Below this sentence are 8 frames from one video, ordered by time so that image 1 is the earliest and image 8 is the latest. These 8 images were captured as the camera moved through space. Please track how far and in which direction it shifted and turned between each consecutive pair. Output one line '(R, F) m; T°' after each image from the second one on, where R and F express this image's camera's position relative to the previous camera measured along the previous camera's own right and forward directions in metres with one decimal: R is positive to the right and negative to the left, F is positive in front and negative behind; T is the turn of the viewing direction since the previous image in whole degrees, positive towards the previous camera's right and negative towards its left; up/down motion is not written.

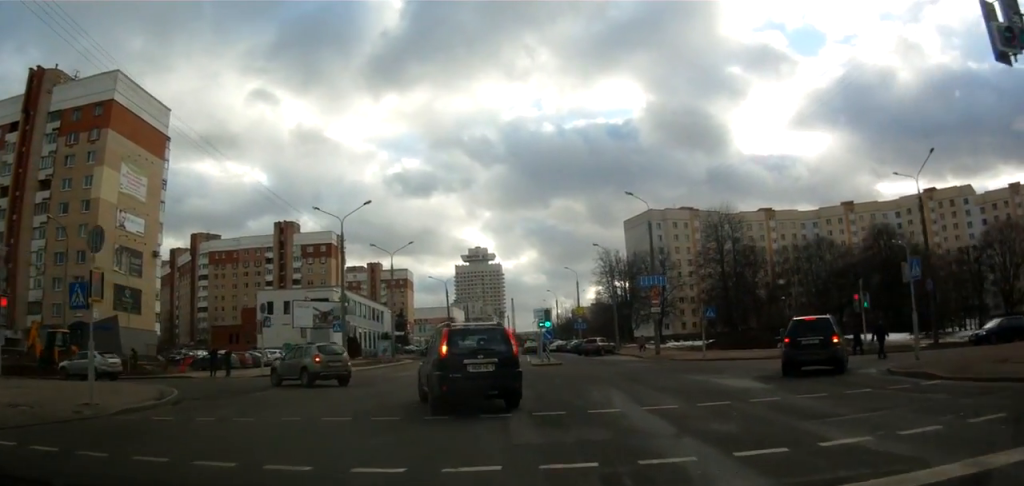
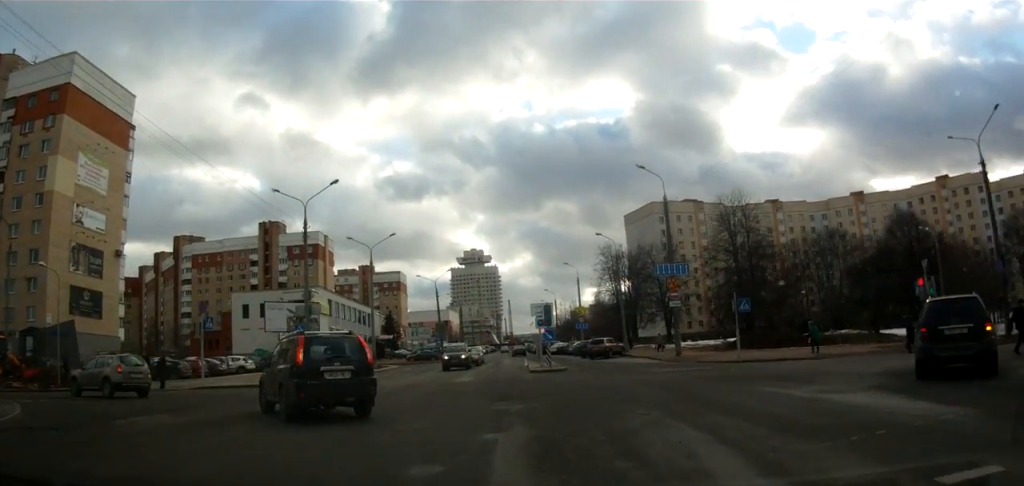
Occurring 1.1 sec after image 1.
(+0.1, +7.1) m; -2°
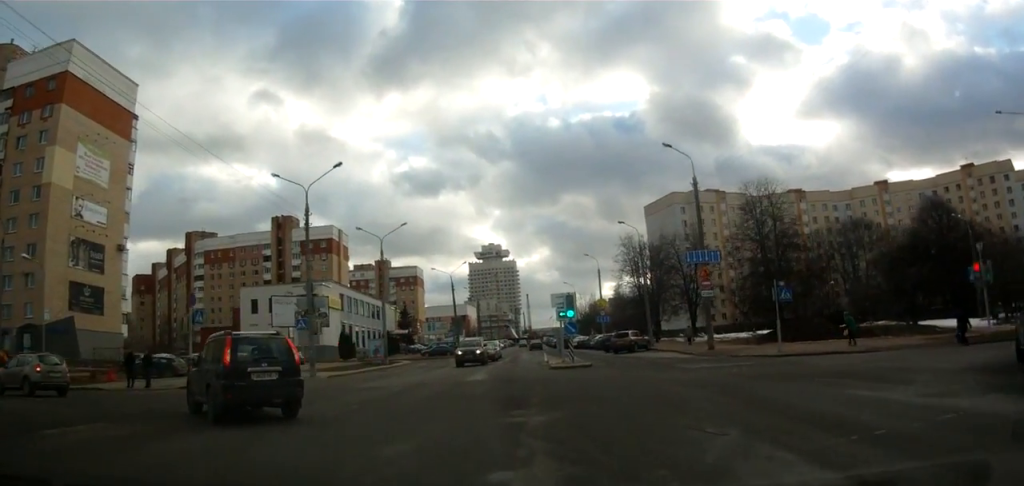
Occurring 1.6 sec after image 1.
(0.0, +3.2) m; -3°
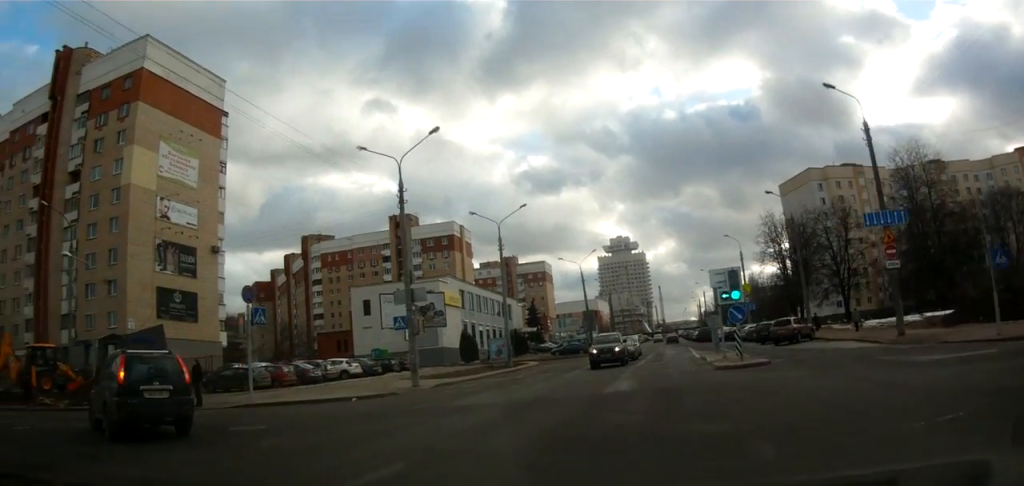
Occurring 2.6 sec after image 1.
(-0.7, +7.2) m; -14°
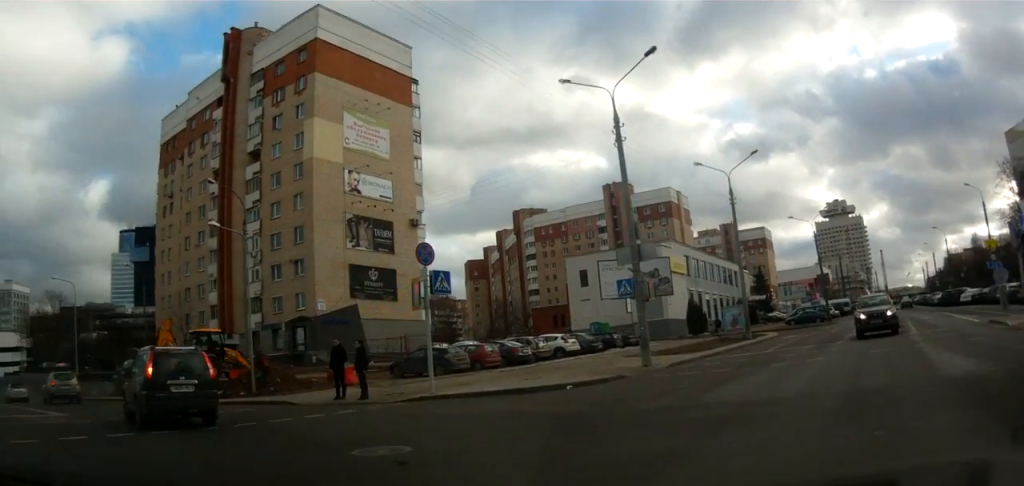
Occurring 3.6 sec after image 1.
(-0.7, +6.5) m; -21°
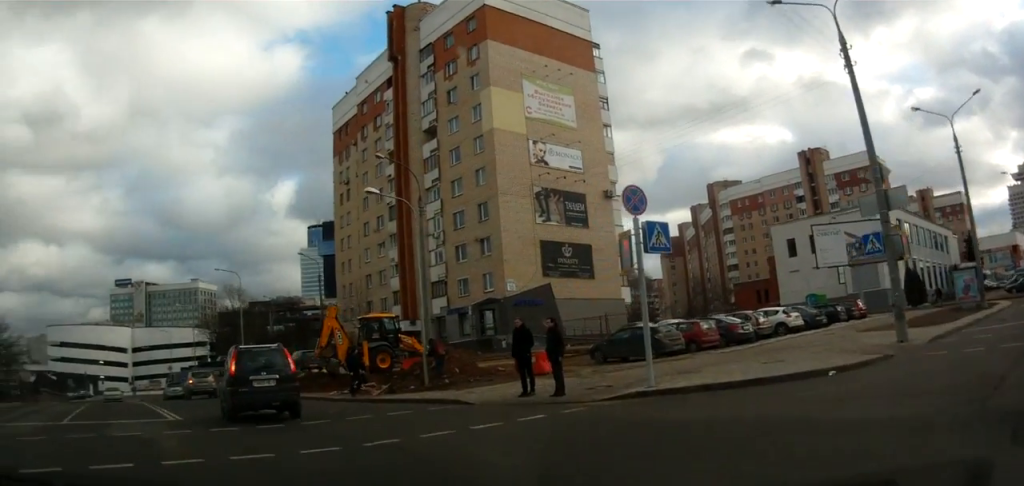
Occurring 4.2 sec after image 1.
(-1.0, +4.9) m; -20°
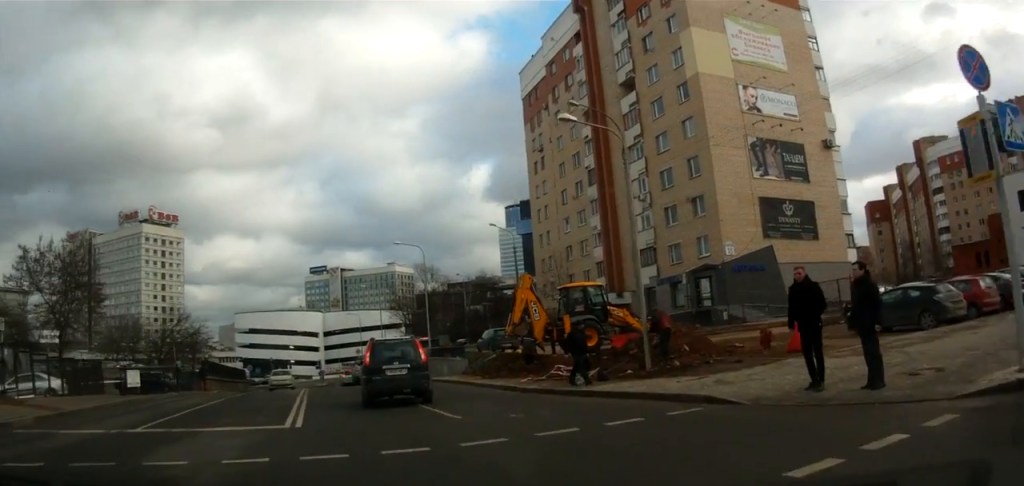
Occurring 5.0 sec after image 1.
(-1.2, +5.6) m; -13°
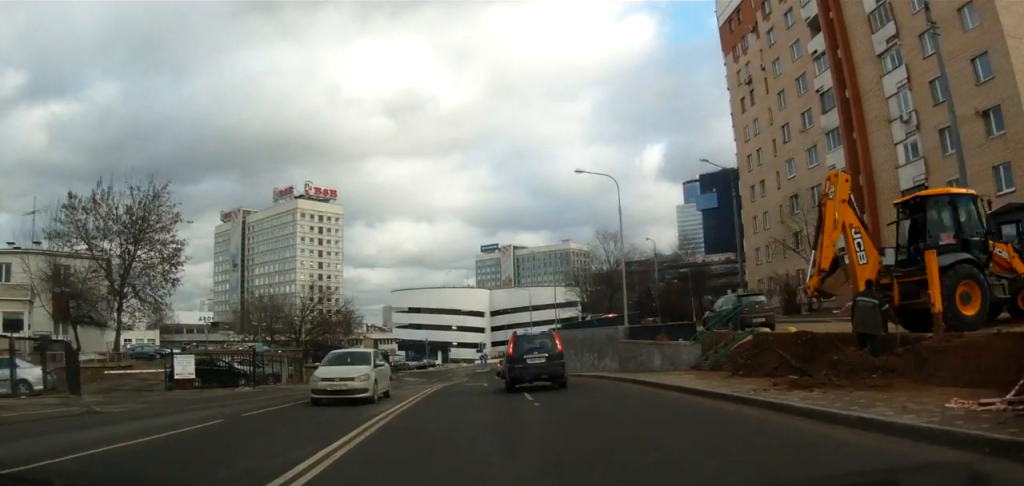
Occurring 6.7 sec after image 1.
(-1.3, +14.1) m; -5°
